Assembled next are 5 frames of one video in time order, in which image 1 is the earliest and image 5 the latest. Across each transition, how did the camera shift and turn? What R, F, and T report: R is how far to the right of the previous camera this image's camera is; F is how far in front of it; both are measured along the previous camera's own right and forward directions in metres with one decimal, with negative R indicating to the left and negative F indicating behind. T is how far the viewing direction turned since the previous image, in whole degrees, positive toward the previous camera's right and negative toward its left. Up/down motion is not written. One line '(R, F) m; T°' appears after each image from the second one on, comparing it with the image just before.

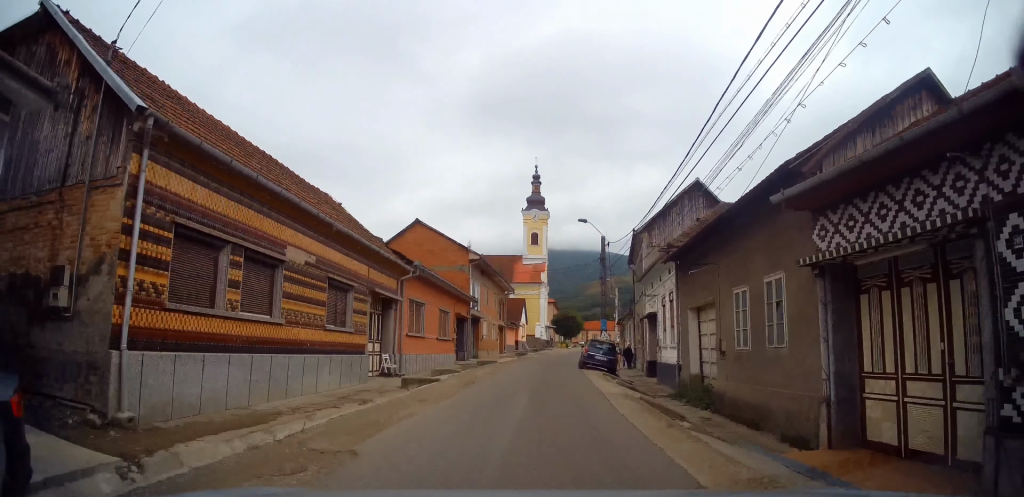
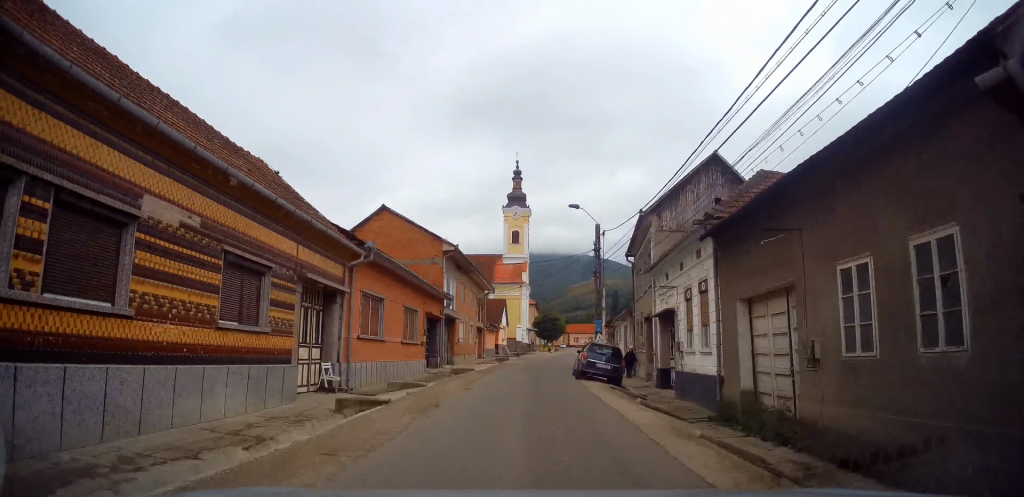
(+0.4, +4.5) m; +3°
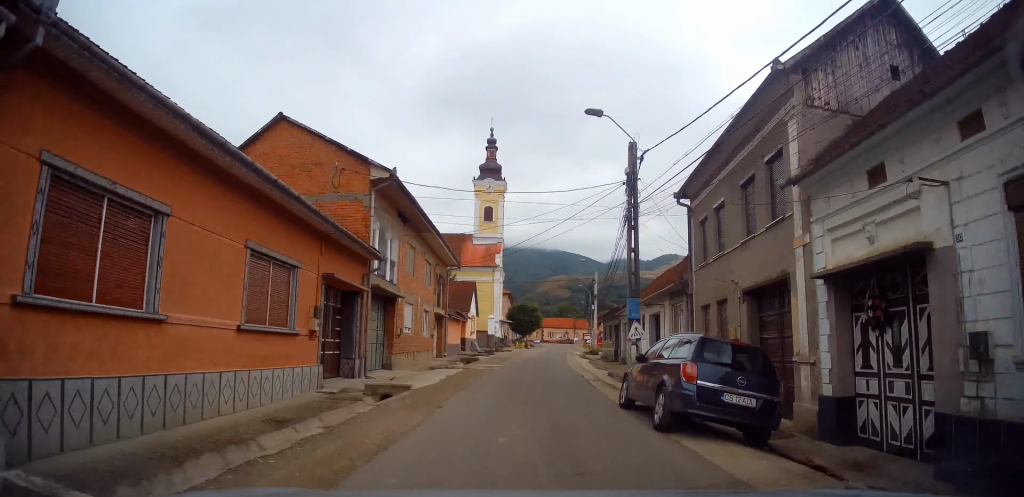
(+0.4, +12.0) m; +5°
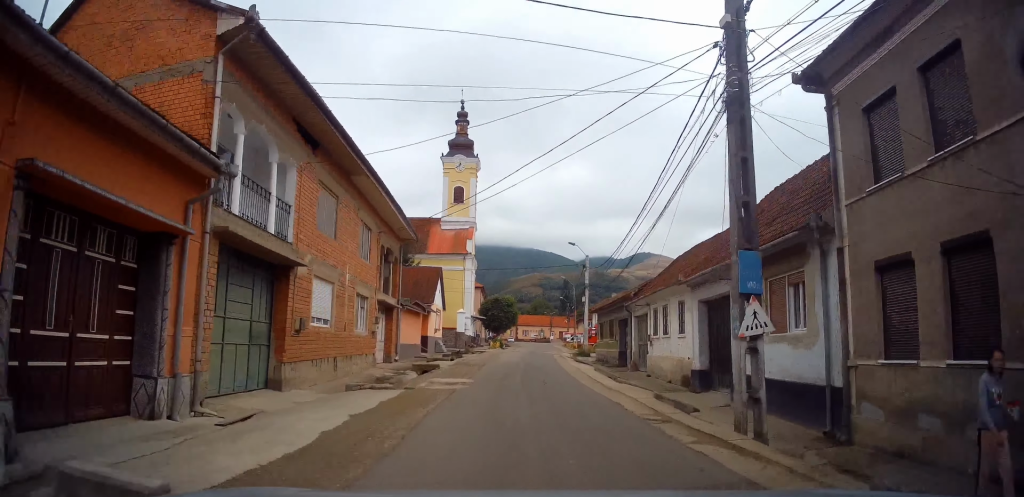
(+0.6, +9.7) m; +5°
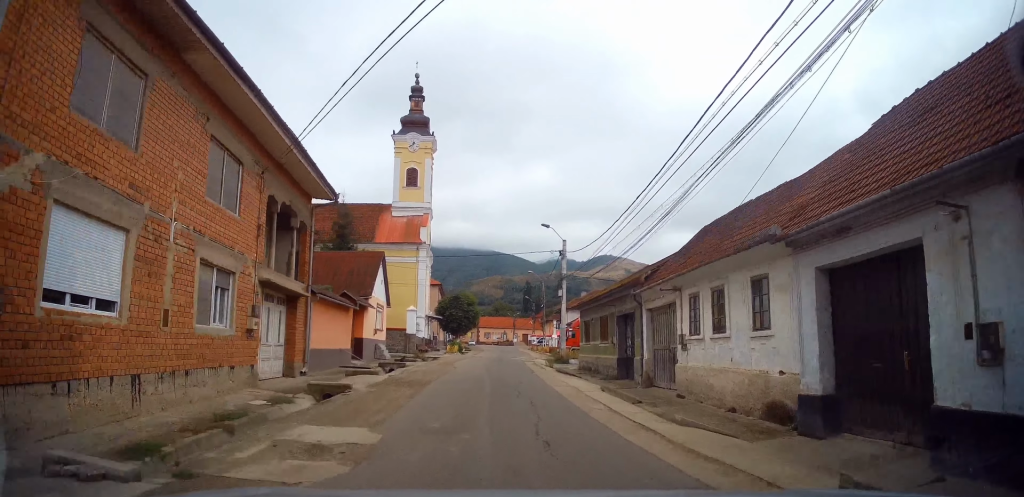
(0.0, +9.6) m; 0°
